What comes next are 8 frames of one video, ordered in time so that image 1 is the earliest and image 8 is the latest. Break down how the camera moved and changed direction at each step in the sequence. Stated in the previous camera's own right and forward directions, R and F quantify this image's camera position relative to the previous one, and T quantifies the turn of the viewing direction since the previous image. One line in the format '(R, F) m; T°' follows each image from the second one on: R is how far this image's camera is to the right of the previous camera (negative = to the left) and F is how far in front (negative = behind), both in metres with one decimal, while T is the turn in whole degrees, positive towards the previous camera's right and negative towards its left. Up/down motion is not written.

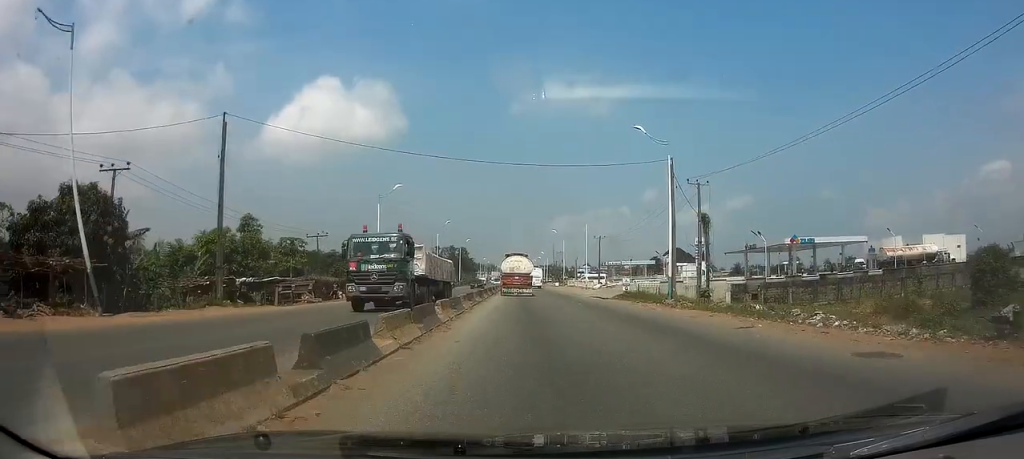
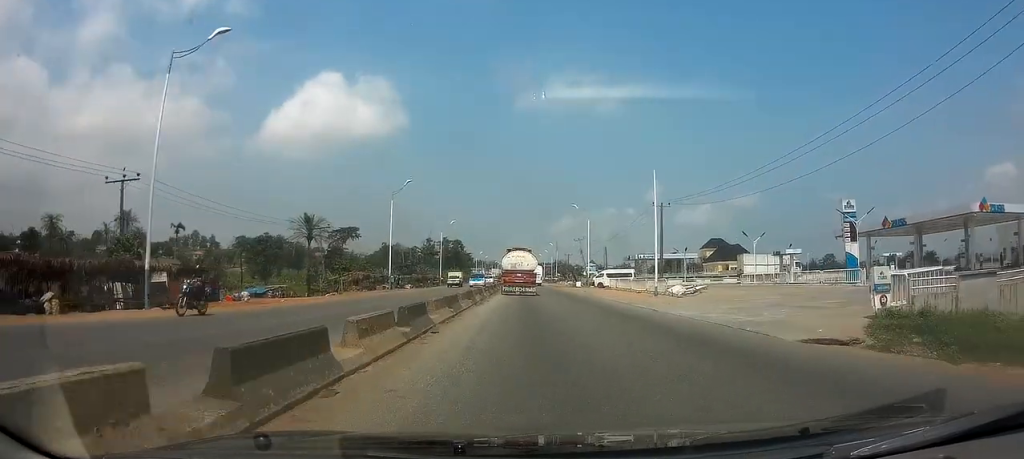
(-0.1, +37.8) m; 0°
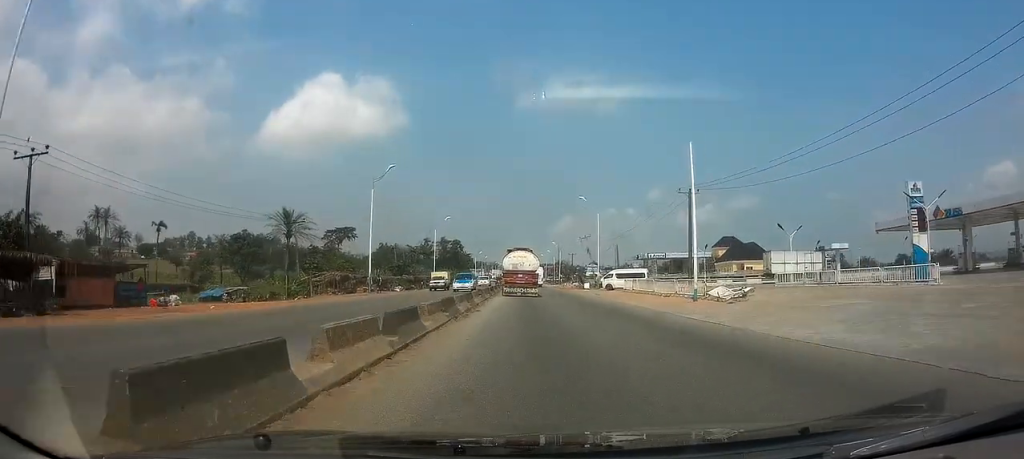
(+0.1, +9.0) m; 0°
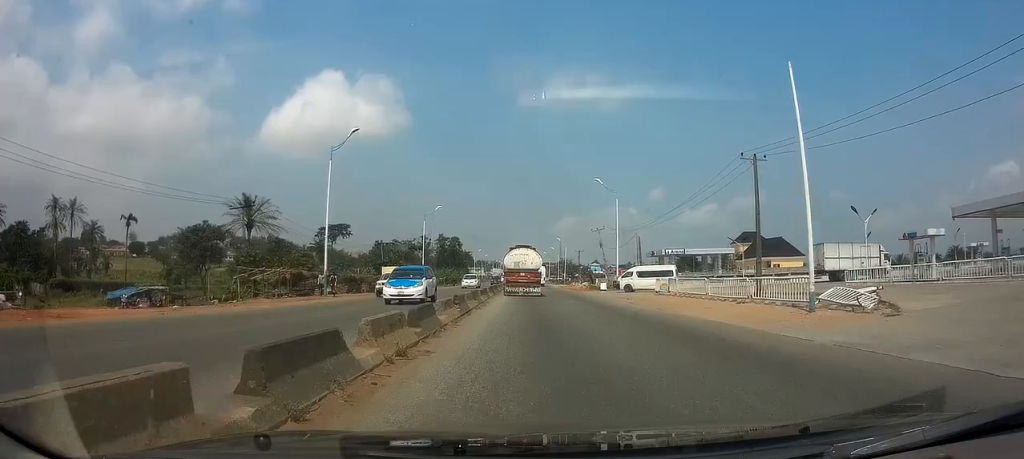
(-0.1, +12.2) m; 0°
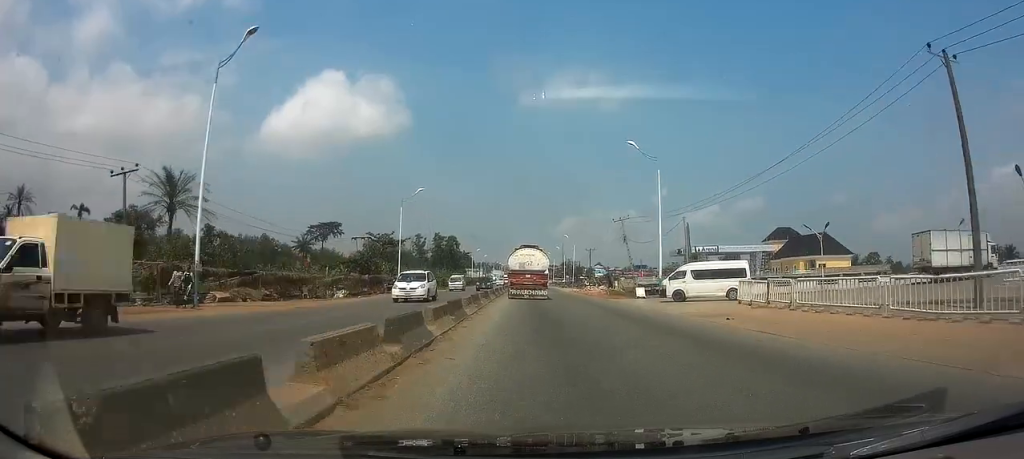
(0.0, +16.8) m; 0°
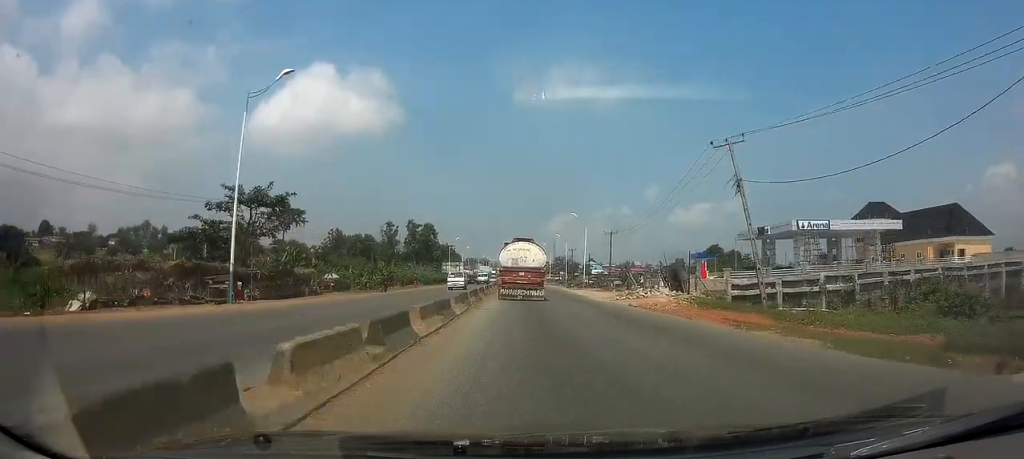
(+0.1, +35.6) m; +1°
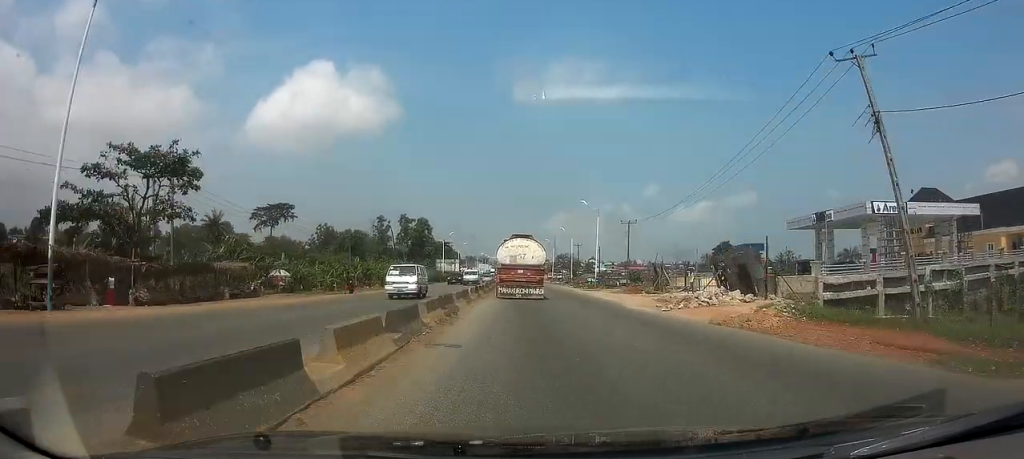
(+0.1, +12.8) m; 0°
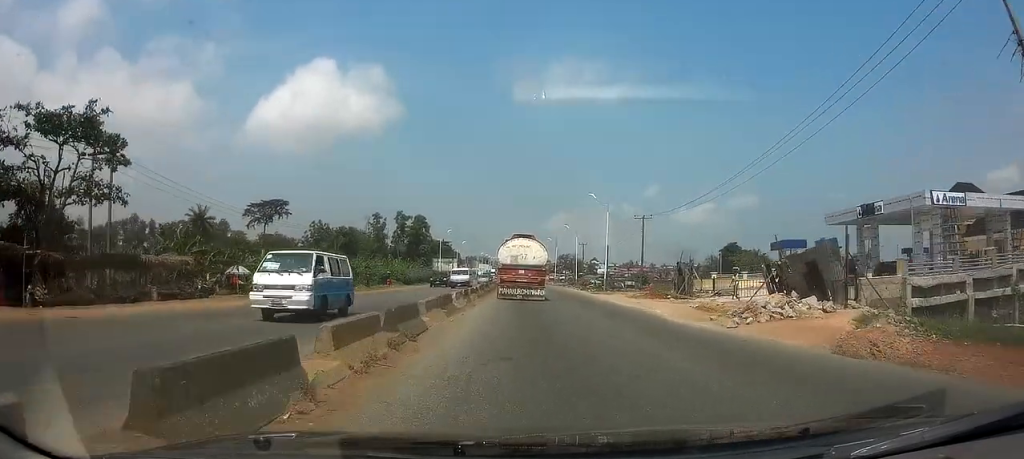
(0.0, +7.5) m; 0°
